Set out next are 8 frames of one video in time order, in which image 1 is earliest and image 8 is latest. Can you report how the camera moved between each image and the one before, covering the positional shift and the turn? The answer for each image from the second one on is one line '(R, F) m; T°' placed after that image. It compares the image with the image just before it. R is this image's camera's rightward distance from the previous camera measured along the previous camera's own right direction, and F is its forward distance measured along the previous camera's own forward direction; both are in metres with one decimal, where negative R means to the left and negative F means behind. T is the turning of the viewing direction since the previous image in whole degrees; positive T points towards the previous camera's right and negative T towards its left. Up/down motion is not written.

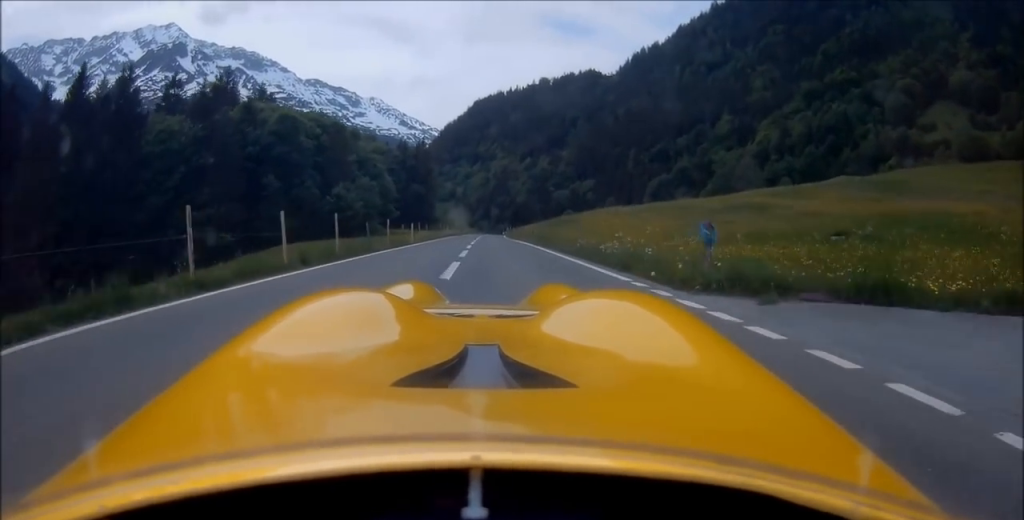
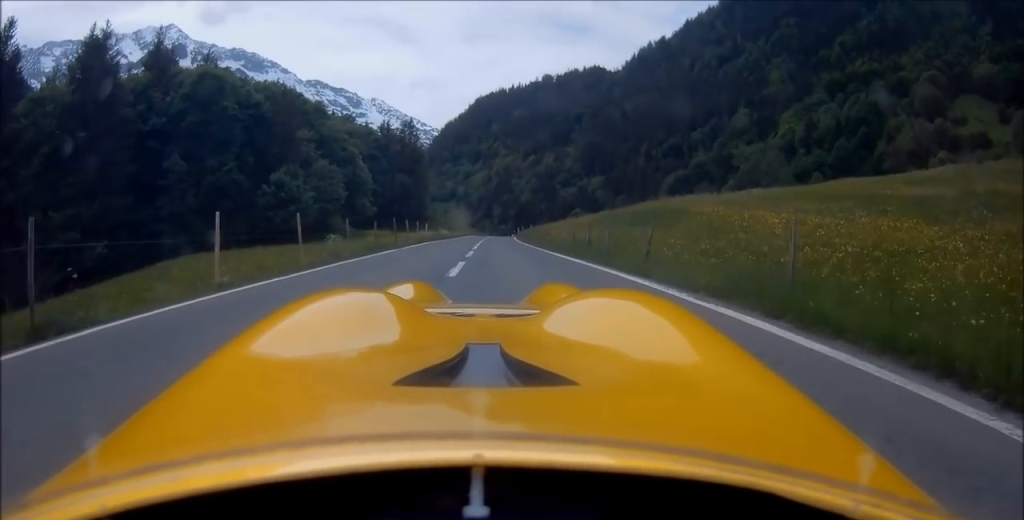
(-0.3, +25.5) m; -1°
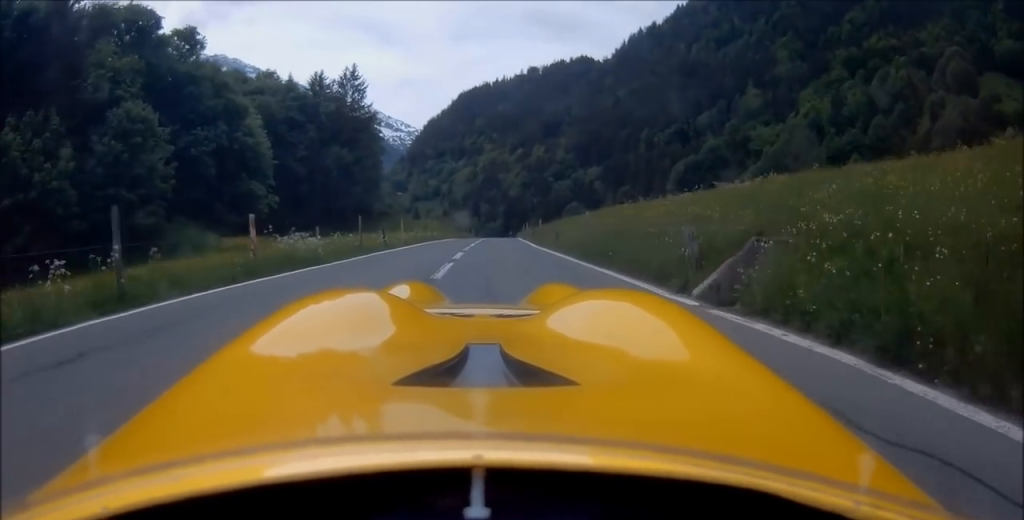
(-0.1, +37.4) m; +1°
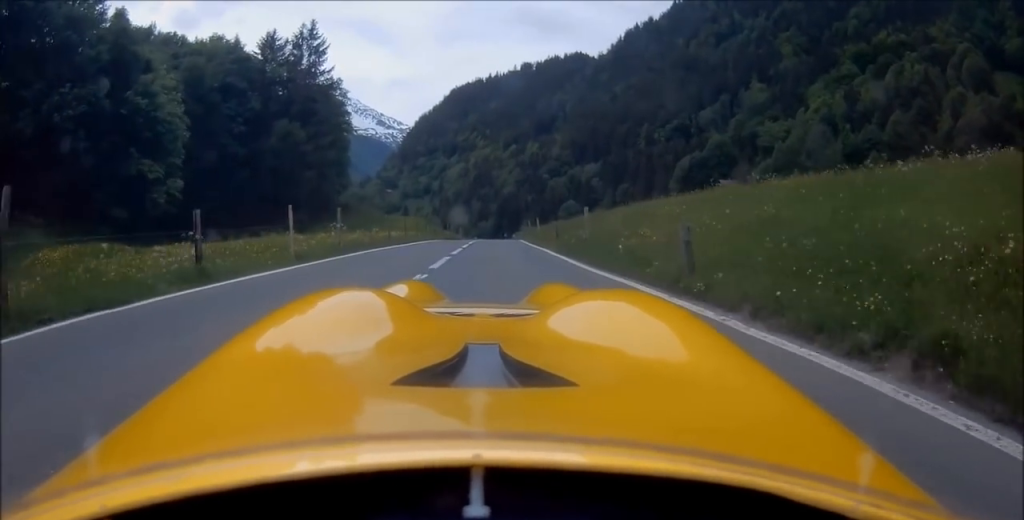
(+0.1, +15.5) m; +1°
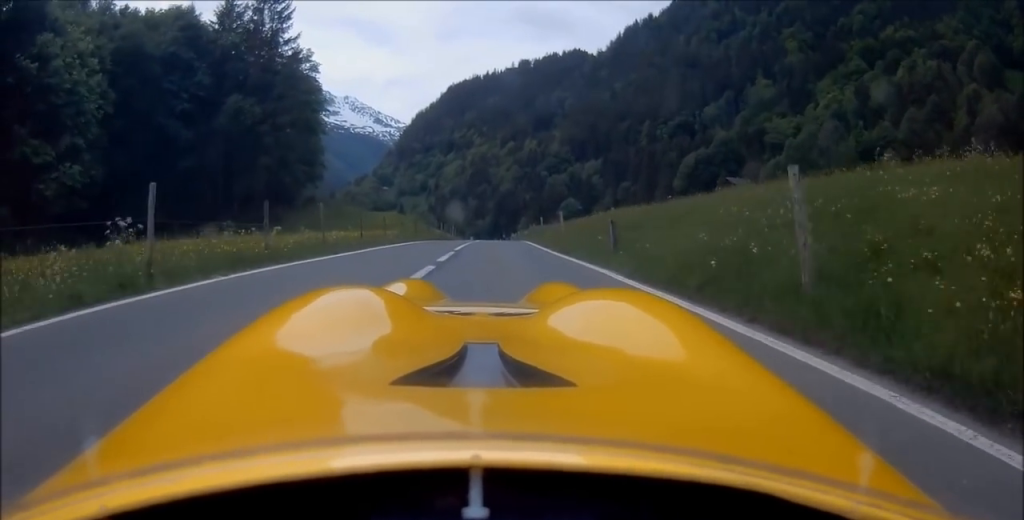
(+0.1, +10.1) m; +1°
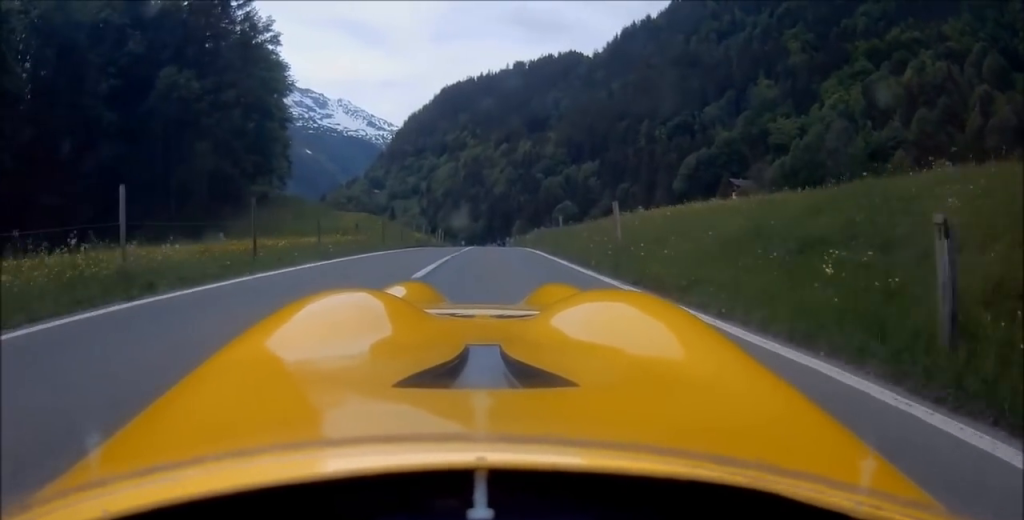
(+0.1, +9.0) m; 0°
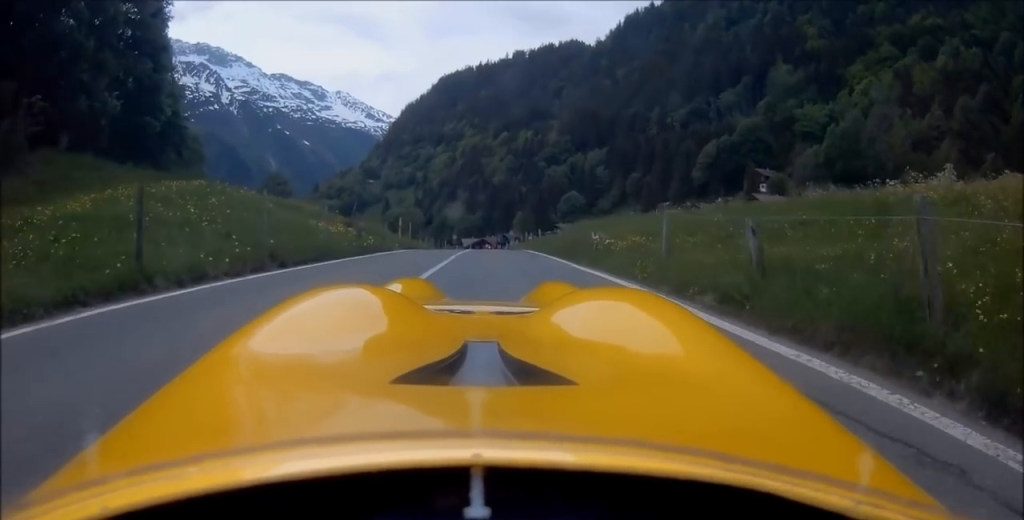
(+0.2, +22.3) m; 0°
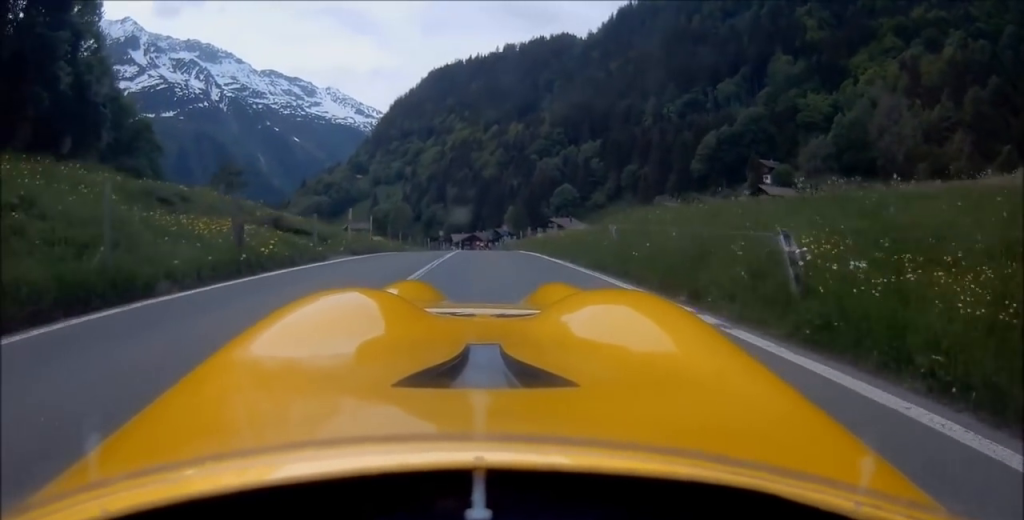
(0.0, +9.0) m; 0°
